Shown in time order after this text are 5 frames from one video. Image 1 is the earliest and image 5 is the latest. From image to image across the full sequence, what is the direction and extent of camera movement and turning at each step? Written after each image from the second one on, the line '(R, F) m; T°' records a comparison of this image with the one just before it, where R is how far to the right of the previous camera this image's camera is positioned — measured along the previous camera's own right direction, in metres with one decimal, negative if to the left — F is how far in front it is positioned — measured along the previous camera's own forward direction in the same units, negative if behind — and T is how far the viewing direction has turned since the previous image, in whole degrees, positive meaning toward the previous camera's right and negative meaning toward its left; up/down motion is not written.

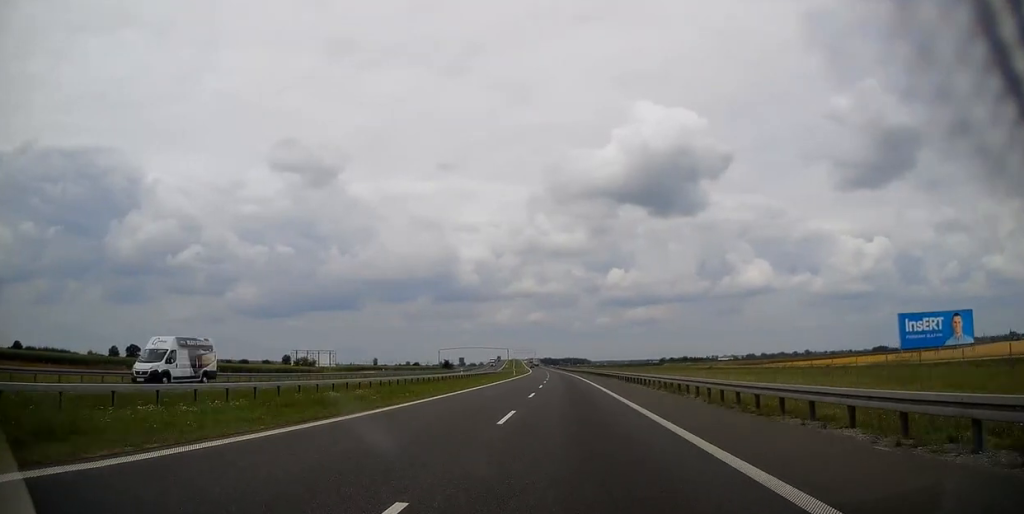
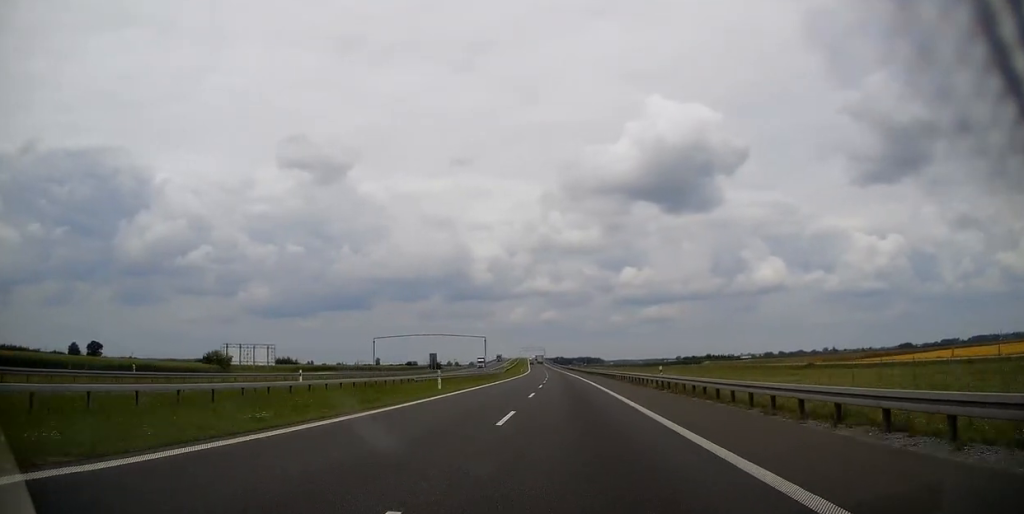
(-0.5, +60.5) m; -1°
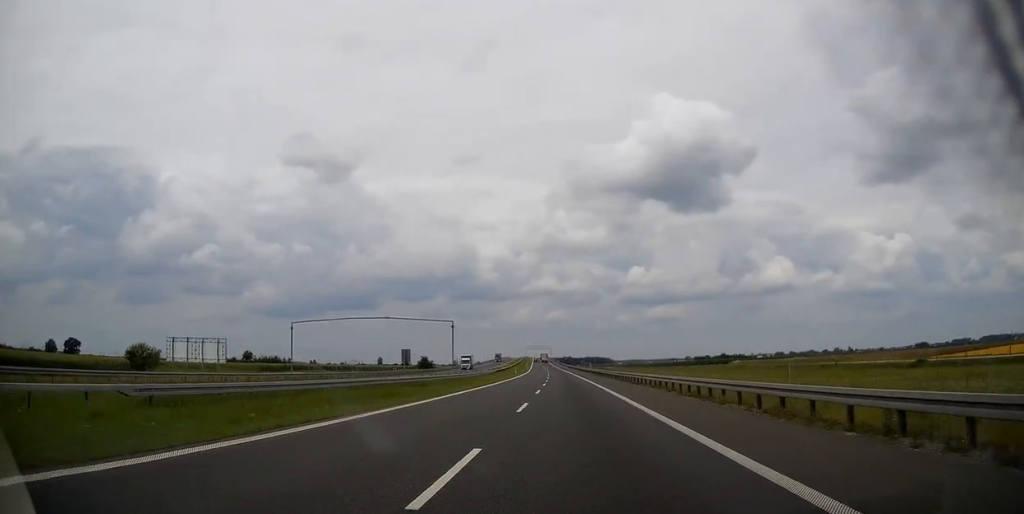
(-0.3, +32.6) m; -1°
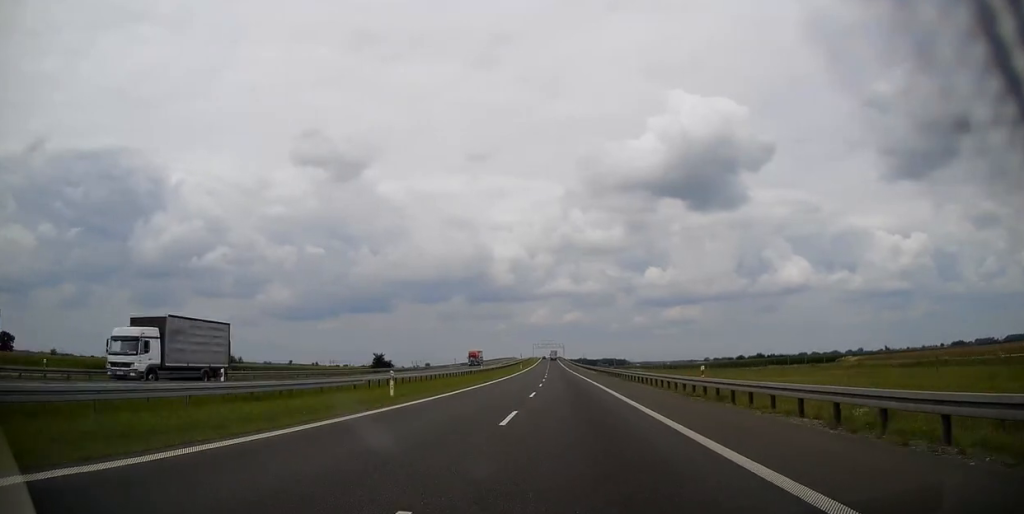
(-1.0, +77.6) m; -1°
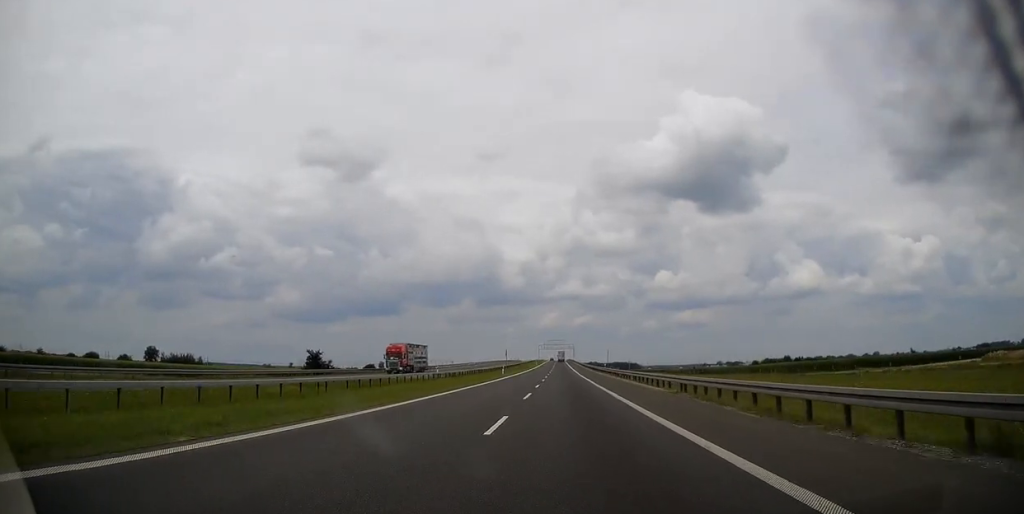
(-0.5, +50.7) m; -1°
